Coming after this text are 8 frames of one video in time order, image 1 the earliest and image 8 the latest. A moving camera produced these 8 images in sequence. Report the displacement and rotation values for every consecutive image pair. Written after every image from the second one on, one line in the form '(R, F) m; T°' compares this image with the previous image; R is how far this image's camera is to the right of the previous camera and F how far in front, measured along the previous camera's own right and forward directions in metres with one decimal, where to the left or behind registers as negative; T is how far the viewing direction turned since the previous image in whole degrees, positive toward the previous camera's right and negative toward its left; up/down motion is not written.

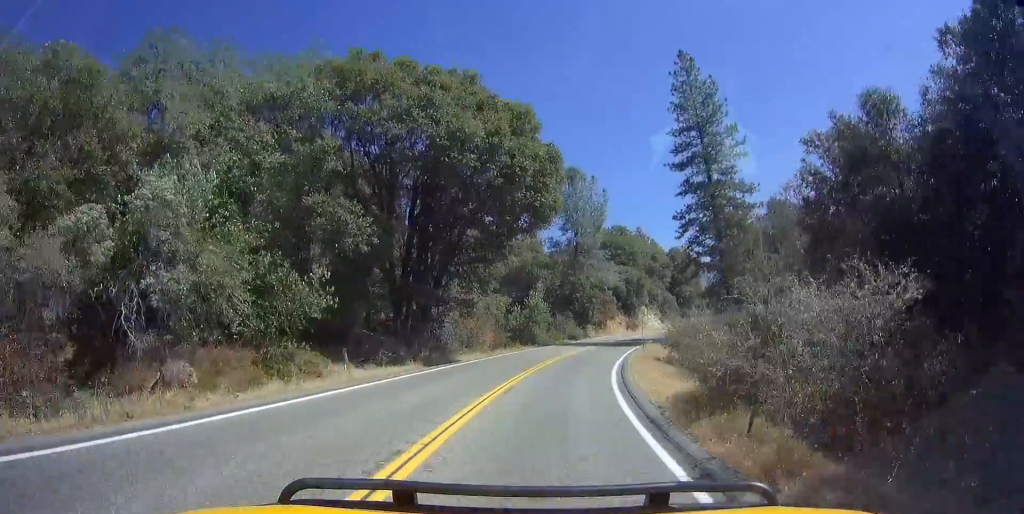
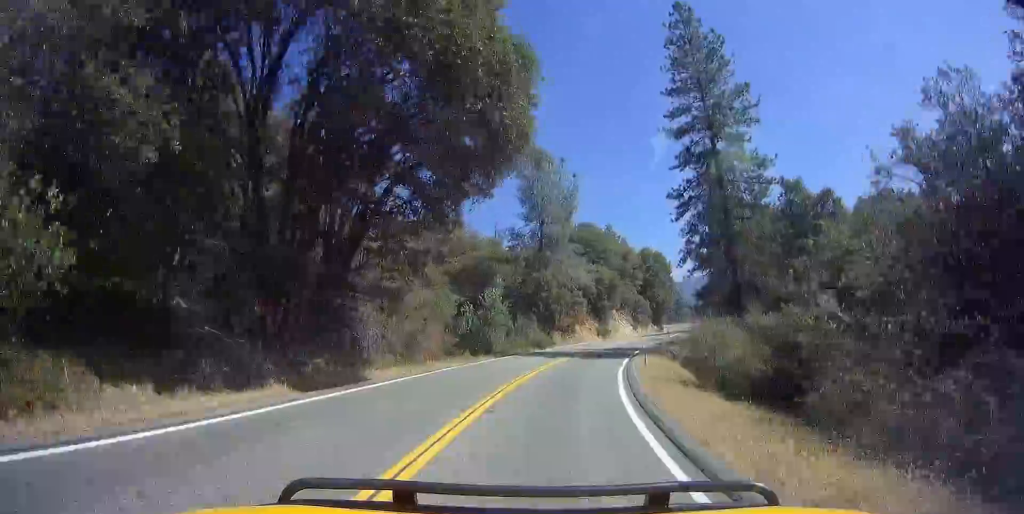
(+0.1, +10.0) m; +5°
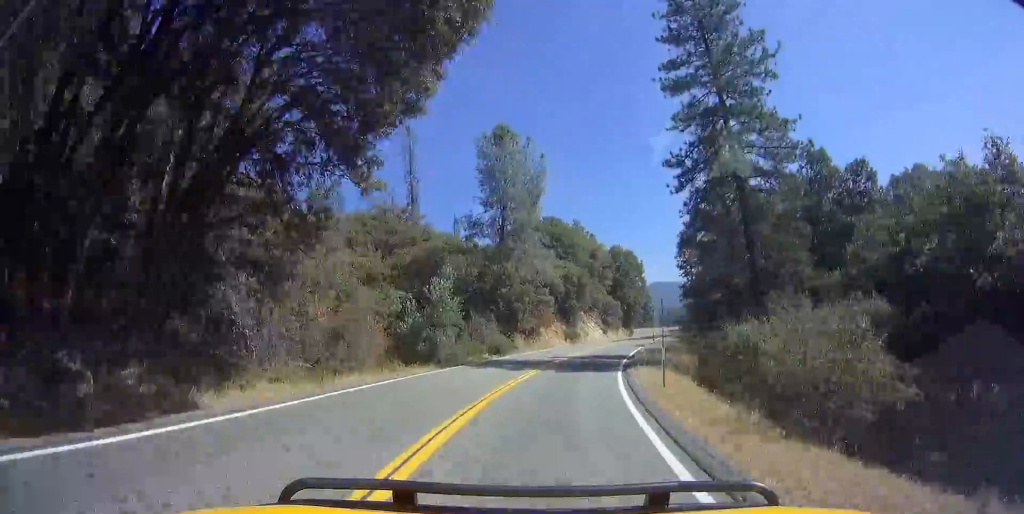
(+0.6, +8.4) m; +4°
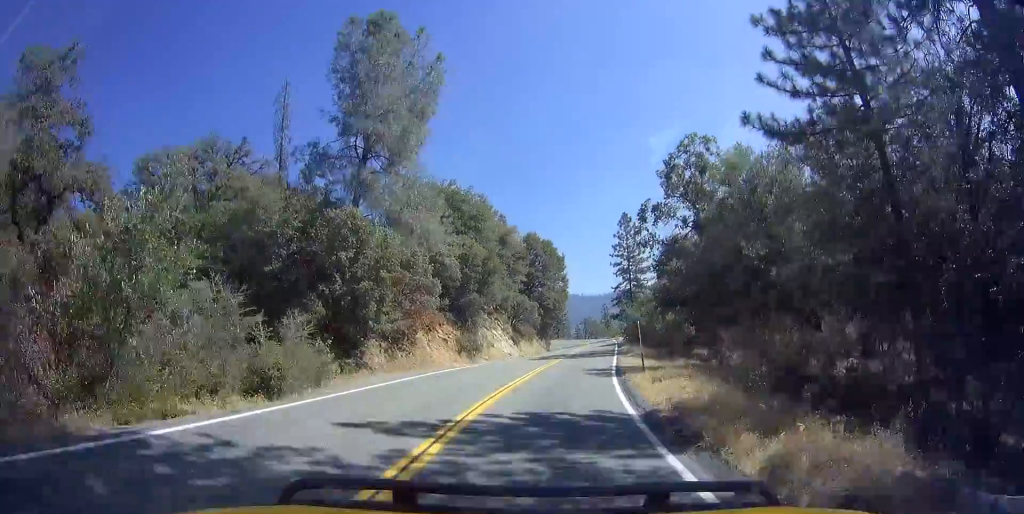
(+2.1, +21.9) m; +9°
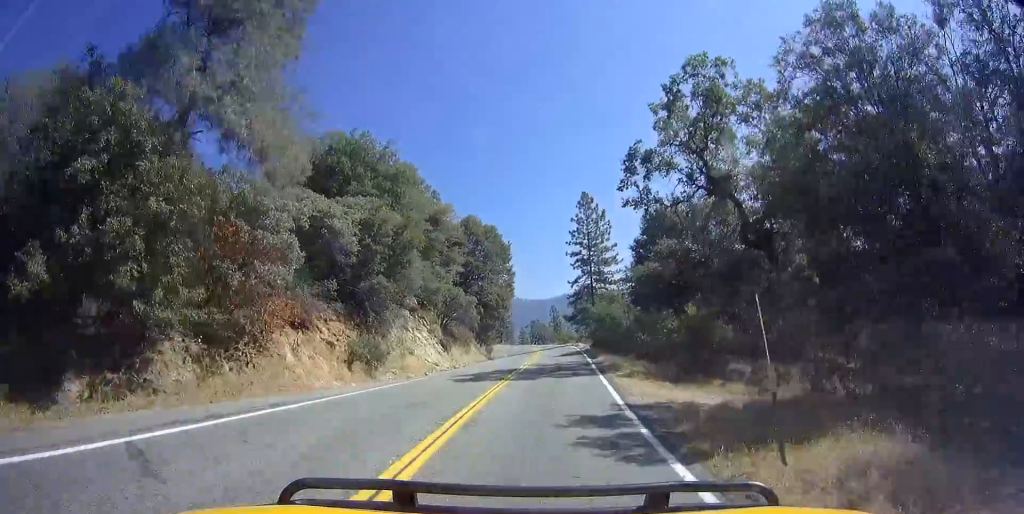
(+0.5, +13.6) m; +1°
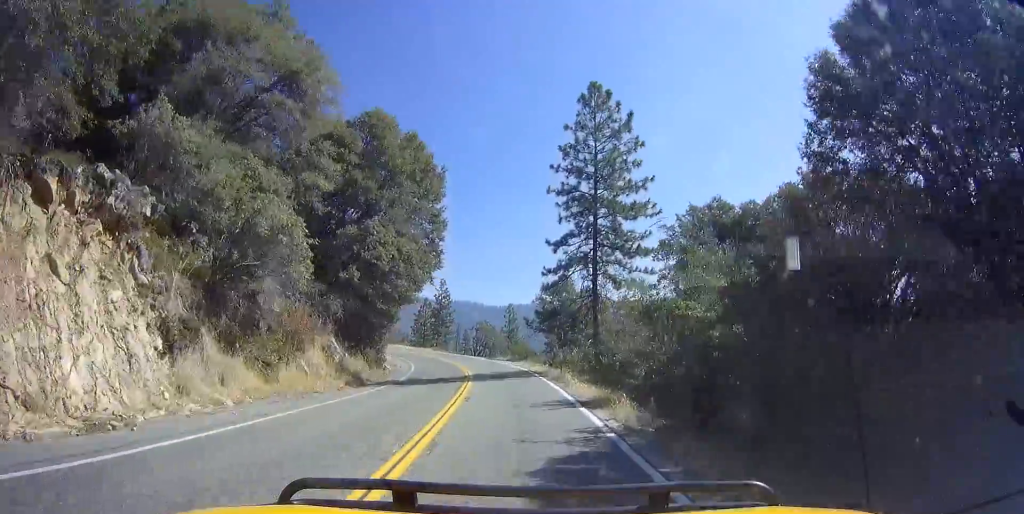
(-0.7, +31.0) m; -4°
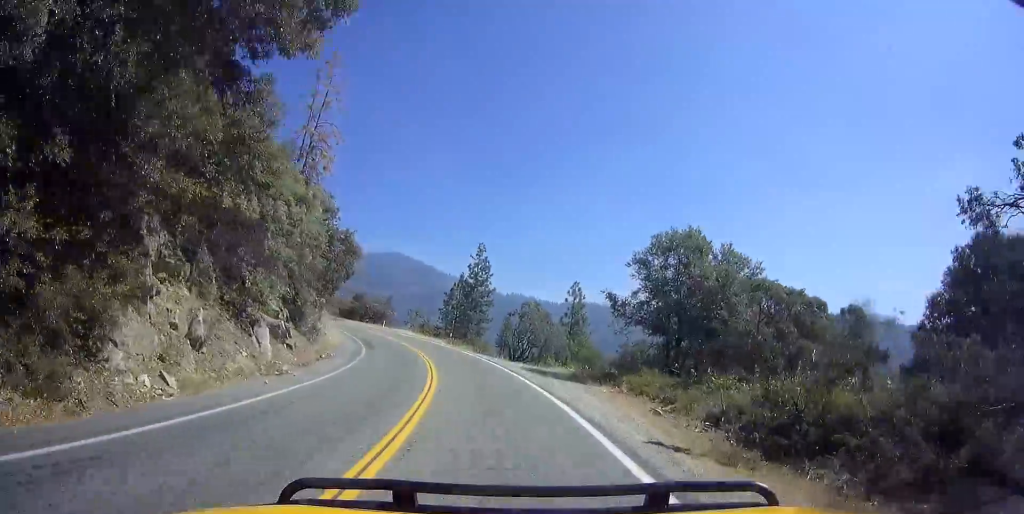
(-2.2, +29.7) m; -13°
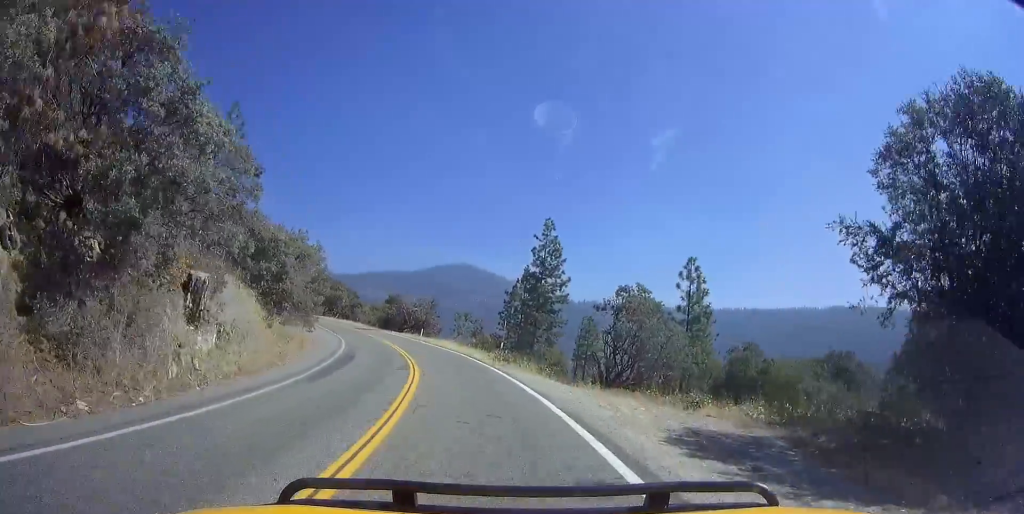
(-2.0, +19.2) m; -12°
